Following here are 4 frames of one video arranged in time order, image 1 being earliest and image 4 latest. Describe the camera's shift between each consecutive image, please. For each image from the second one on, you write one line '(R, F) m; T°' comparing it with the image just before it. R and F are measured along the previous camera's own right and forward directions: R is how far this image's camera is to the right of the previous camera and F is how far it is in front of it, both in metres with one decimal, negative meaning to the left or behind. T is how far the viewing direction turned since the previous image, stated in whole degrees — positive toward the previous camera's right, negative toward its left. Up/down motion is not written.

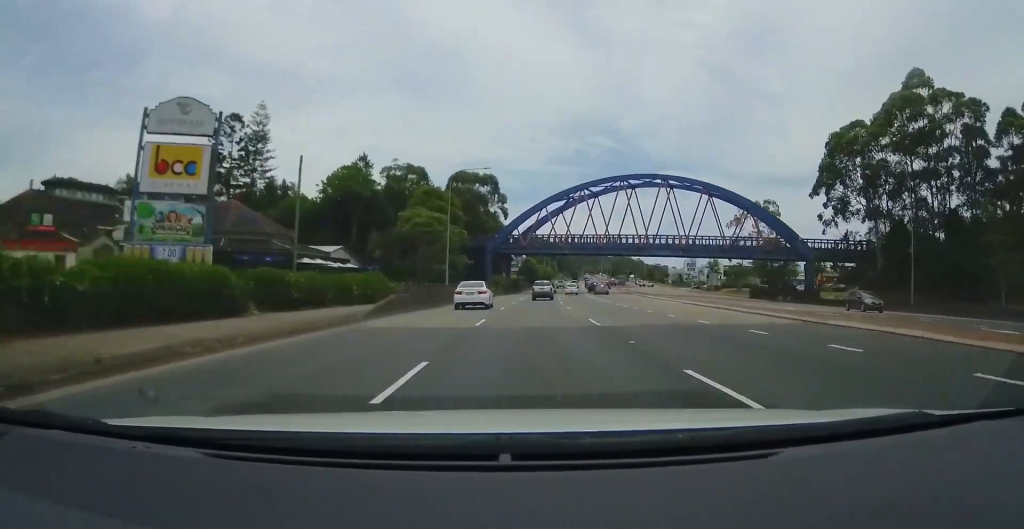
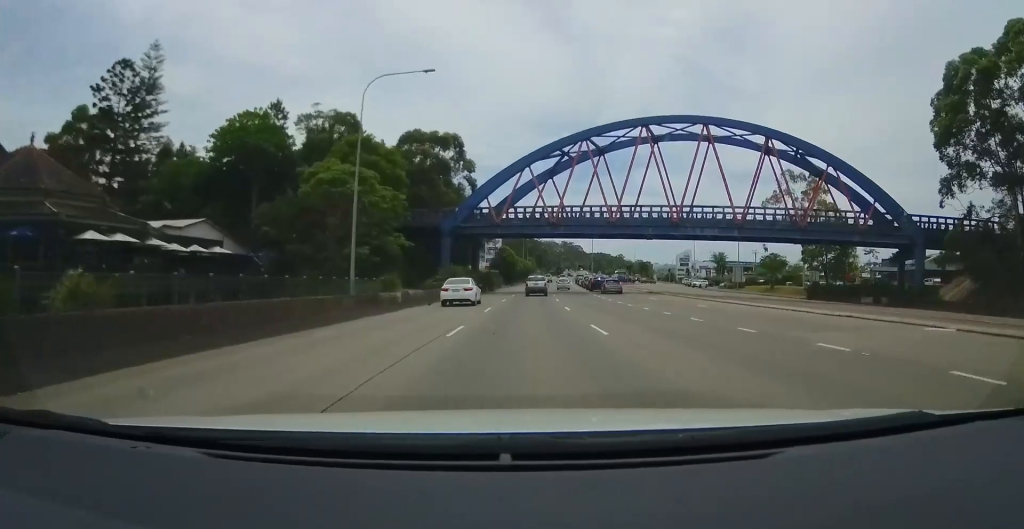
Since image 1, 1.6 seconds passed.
(+0.9, +28.4) m; +5°
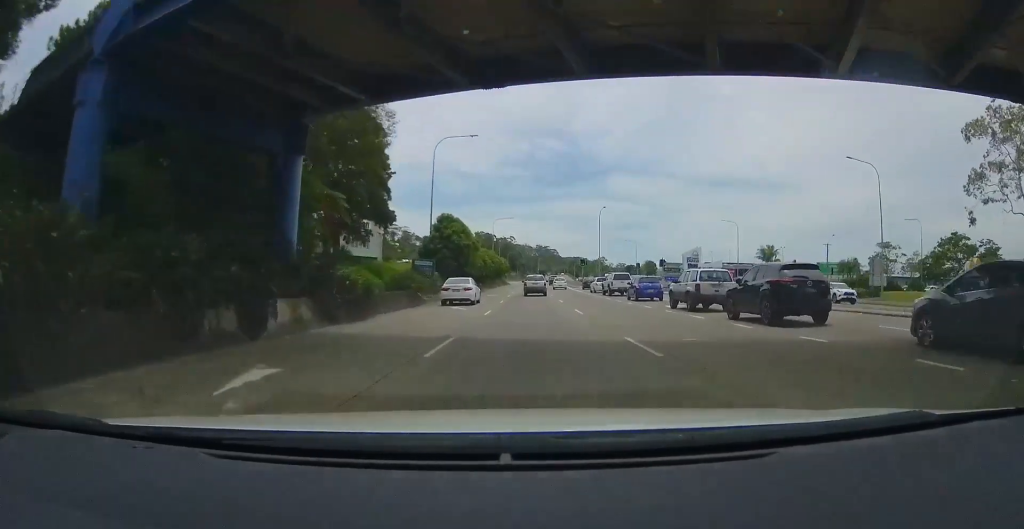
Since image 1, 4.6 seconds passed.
(+2.8, +50.7) m; +5°
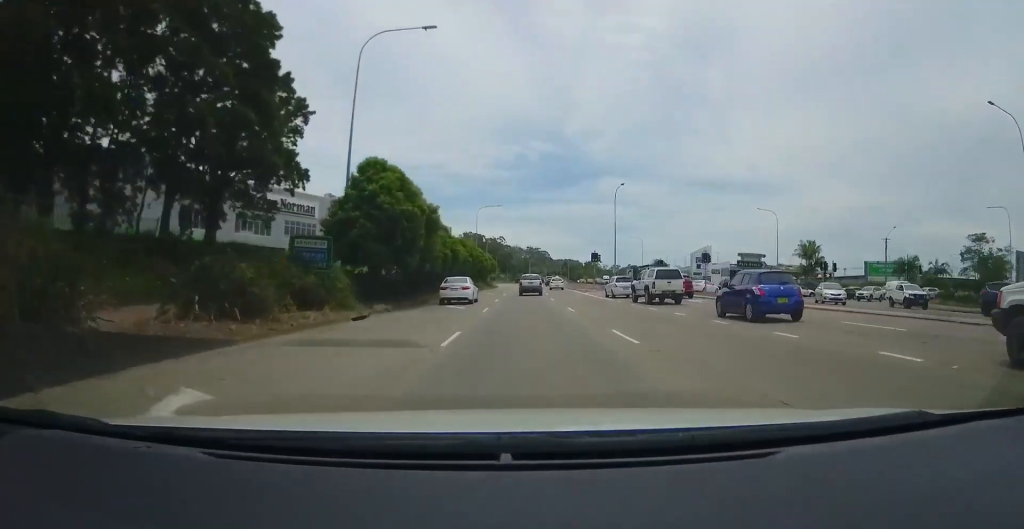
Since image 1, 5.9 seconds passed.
(+0.3, +23.1) m; +1°
